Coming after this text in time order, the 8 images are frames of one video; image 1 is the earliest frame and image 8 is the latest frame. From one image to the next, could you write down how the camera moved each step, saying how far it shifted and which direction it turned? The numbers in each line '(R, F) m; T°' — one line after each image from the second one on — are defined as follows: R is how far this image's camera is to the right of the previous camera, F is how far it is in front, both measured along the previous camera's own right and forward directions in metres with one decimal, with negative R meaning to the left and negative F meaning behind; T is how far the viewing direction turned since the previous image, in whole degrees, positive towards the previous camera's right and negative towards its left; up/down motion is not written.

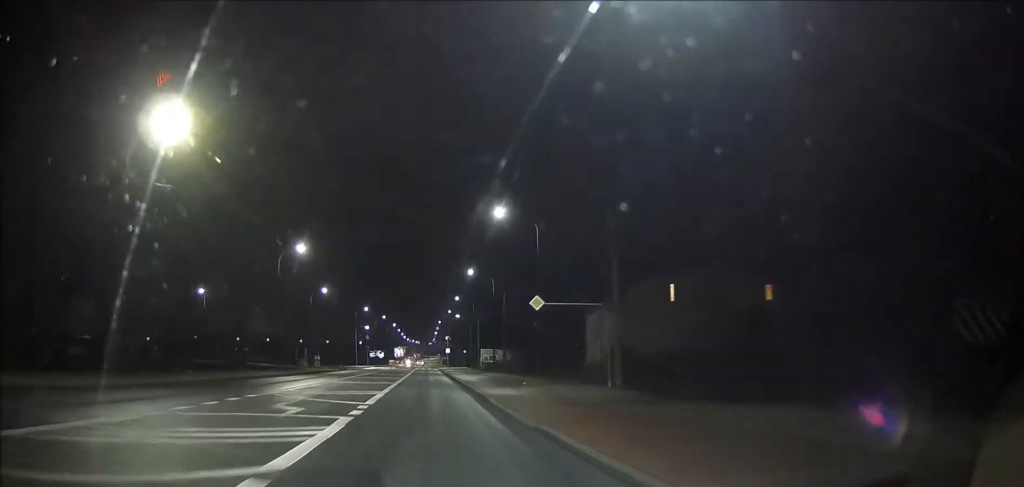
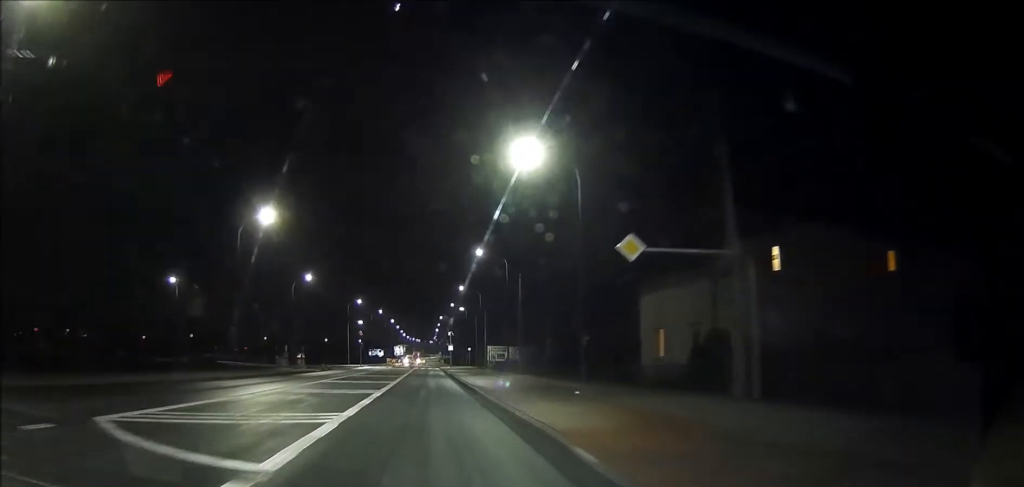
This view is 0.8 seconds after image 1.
(-0.1, +11.6) m; -1°
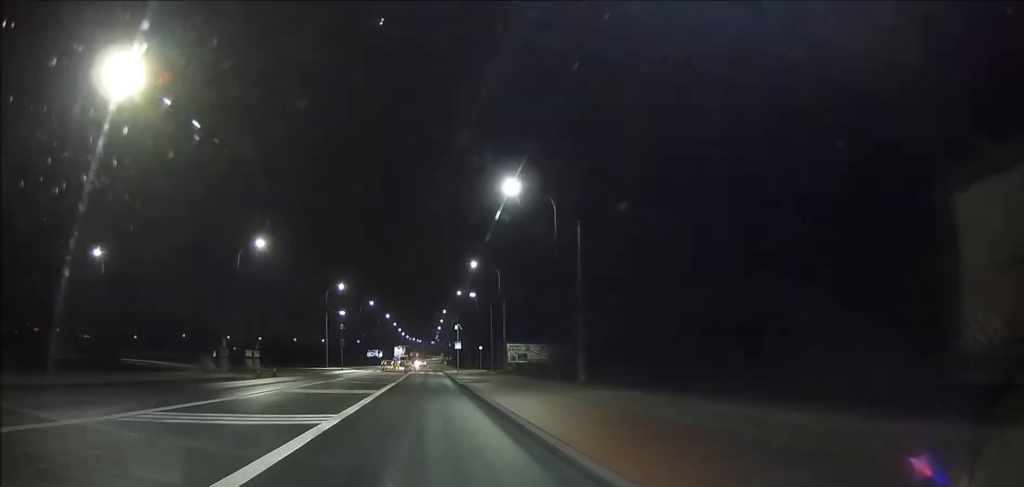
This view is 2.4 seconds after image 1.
(0.0, +22.2) m; 0°
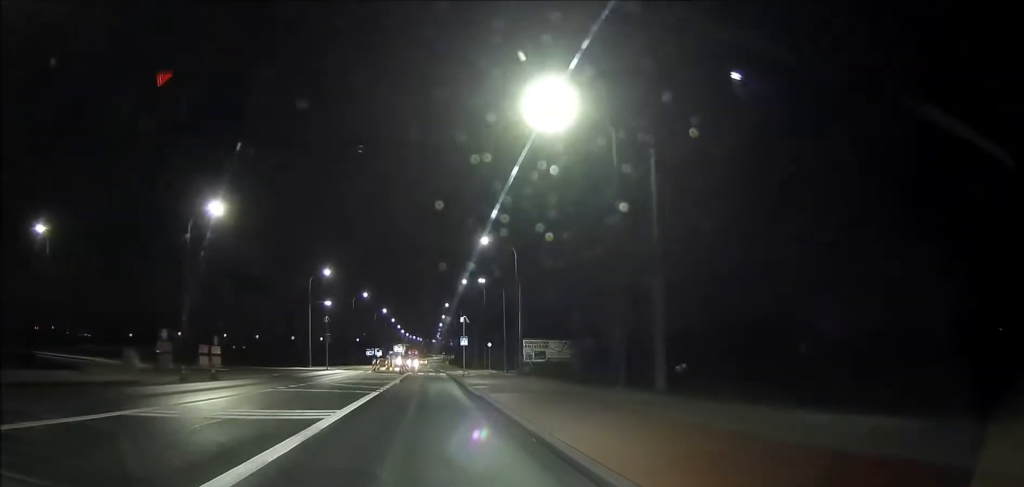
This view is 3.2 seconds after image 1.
(0.0, +12.2) m; 0°
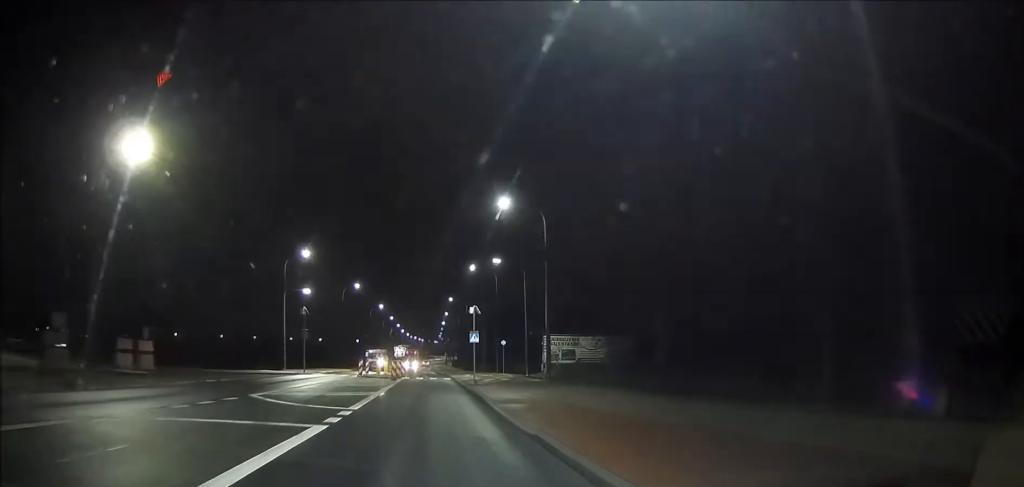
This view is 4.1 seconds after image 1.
(0.0, +13.4) m; -1°
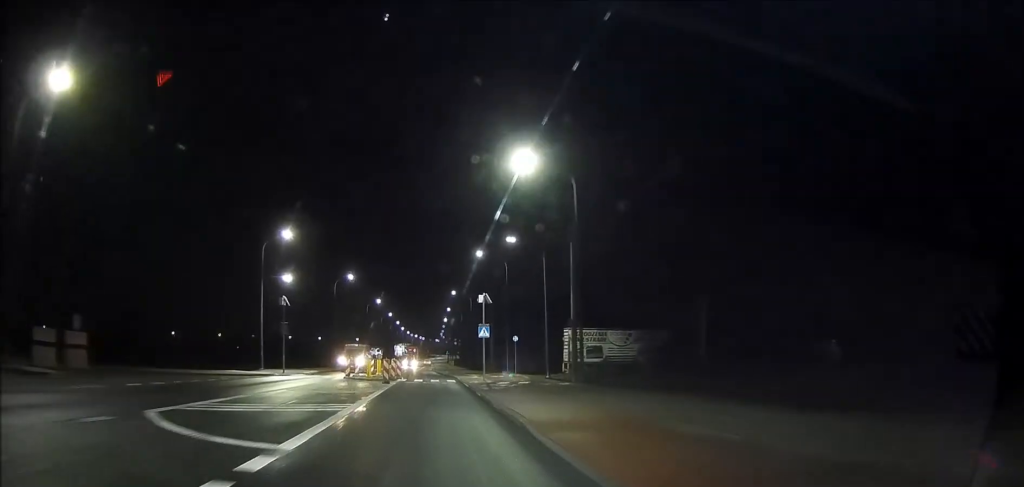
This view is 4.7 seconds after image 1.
(-0.1, +8.4) m; 0°
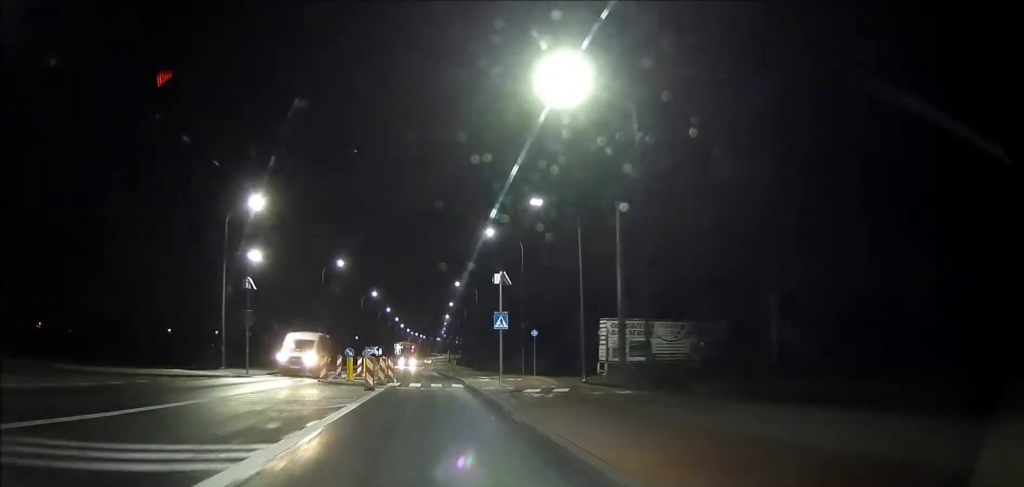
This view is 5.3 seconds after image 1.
(0.0, +9.3) m; 0°
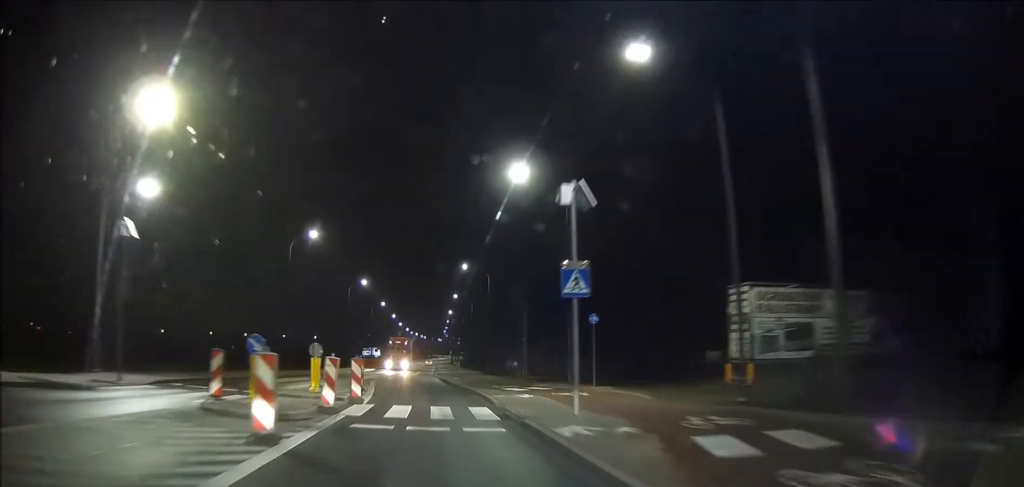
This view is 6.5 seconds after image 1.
(0.0, +16.4) m; 0°
